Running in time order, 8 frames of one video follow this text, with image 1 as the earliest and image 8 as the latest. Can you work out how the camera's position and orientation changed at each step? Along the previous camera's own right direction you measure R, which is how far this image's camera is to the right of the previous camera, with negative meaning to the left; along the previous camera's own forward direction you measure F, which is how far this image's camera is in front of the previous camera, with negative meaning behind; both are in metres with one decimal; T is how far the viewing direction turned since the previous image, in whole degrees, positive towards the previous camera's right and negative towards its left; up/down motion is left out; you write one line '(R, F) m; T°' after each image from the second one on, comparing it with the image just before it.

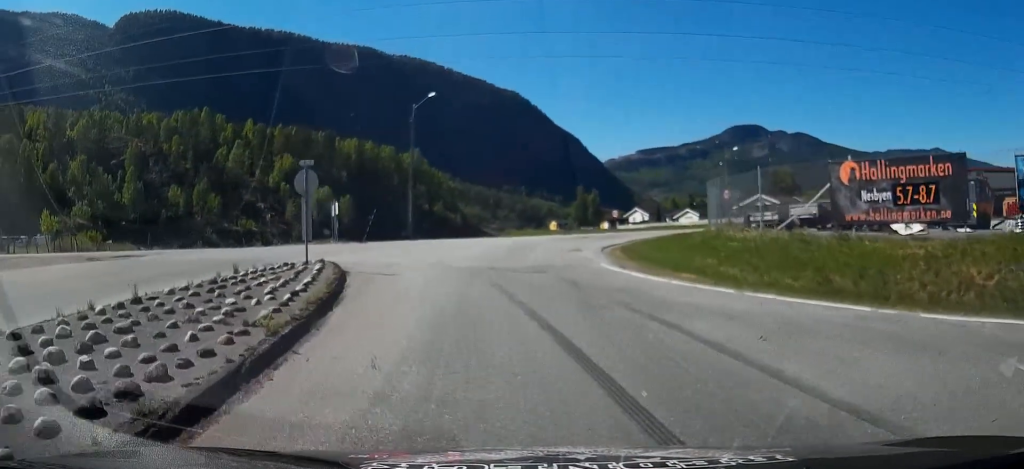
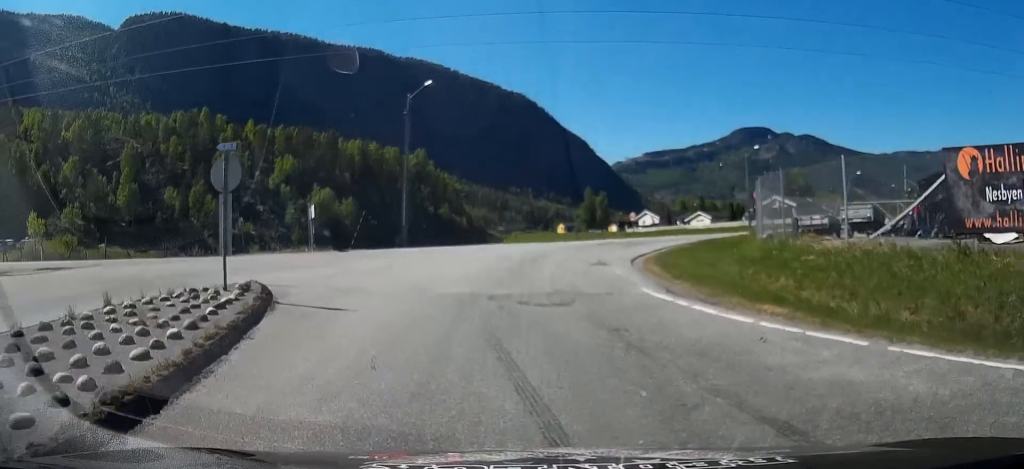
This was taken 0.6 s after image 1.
(-0.2, +4.0) m; -5°
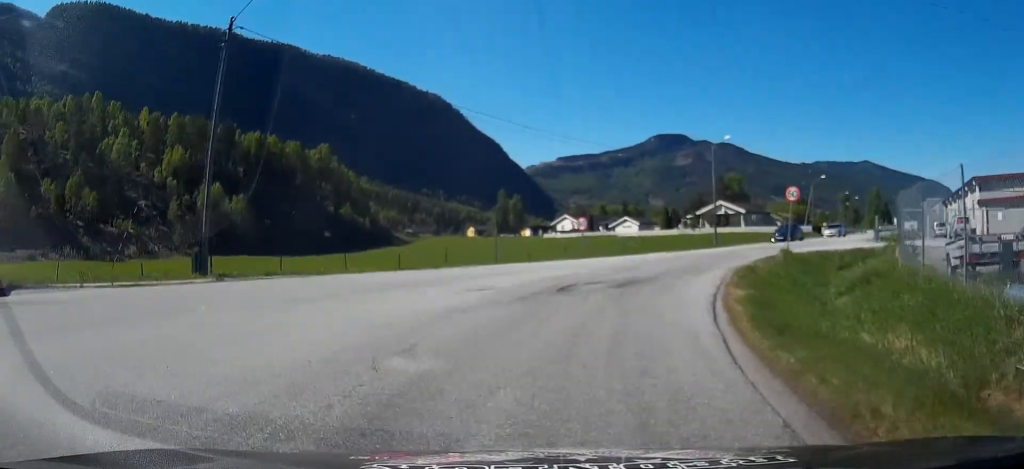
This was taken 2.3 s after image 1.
(0.0, +14.0) m; +8°
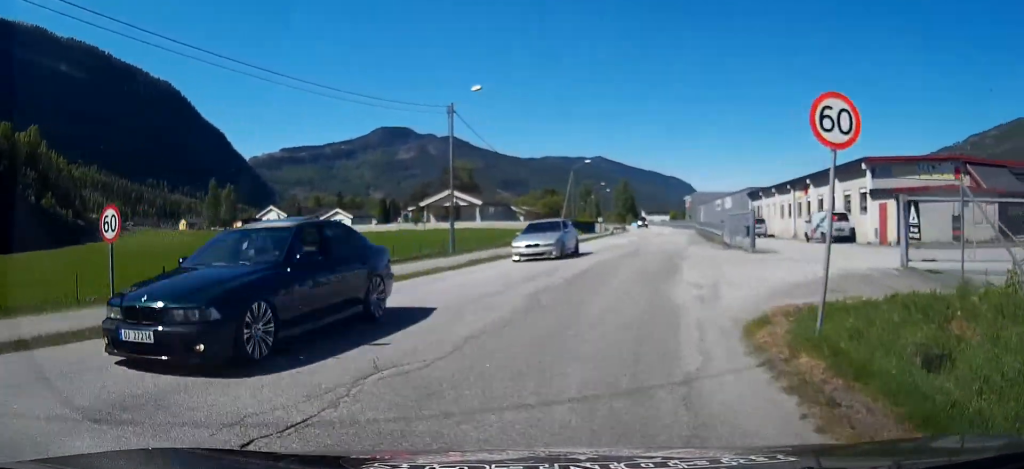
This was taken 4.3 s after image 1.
(+2.8, +17.3) m; +22°
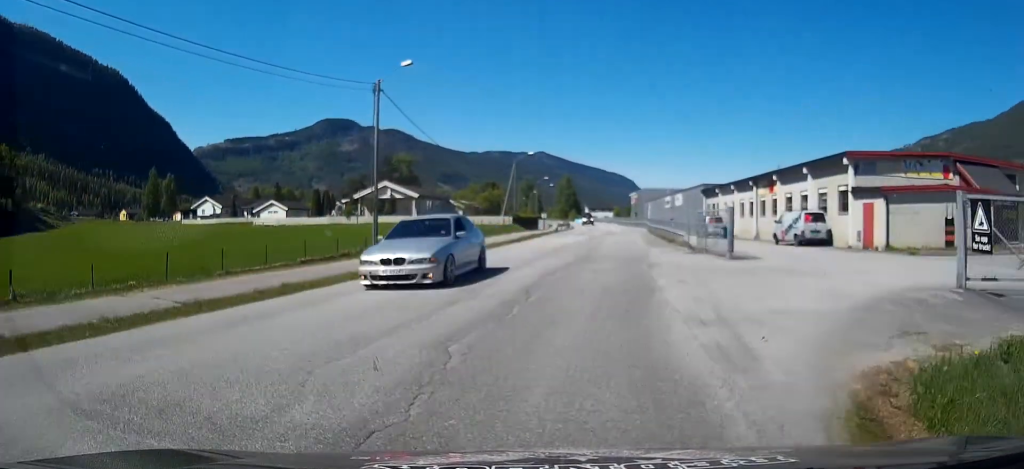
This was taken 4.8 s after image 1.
(+0.4, +4.0) m; +6°
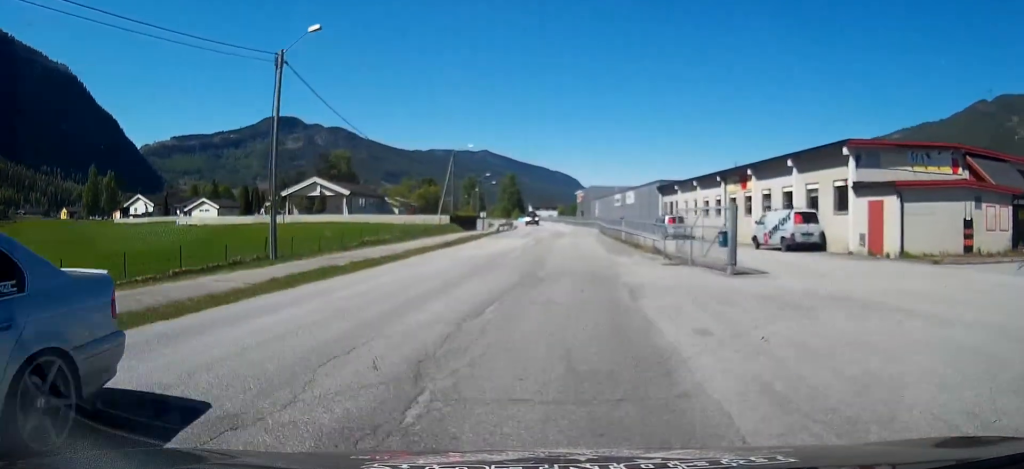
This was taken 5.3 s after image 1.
(+0.6, +5.4) m; +8°
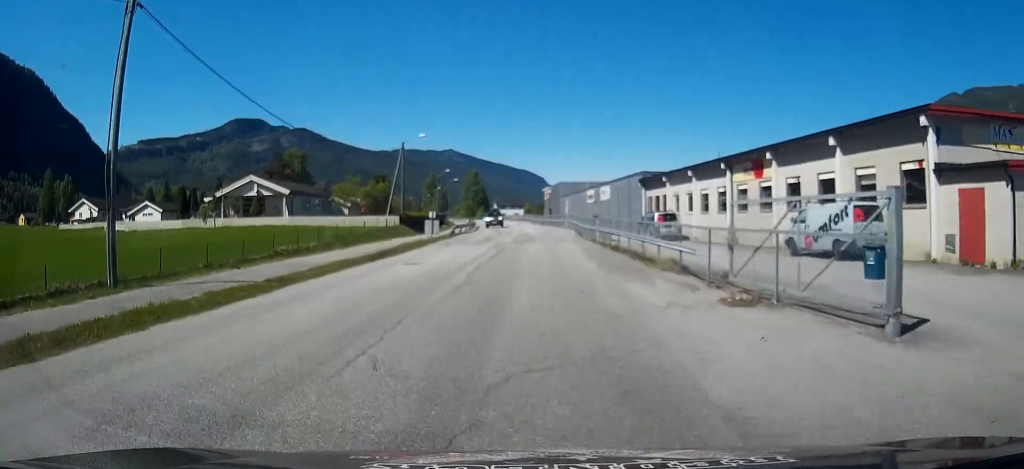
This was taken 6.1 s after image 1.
(+0.6, +8.3) m; +5°
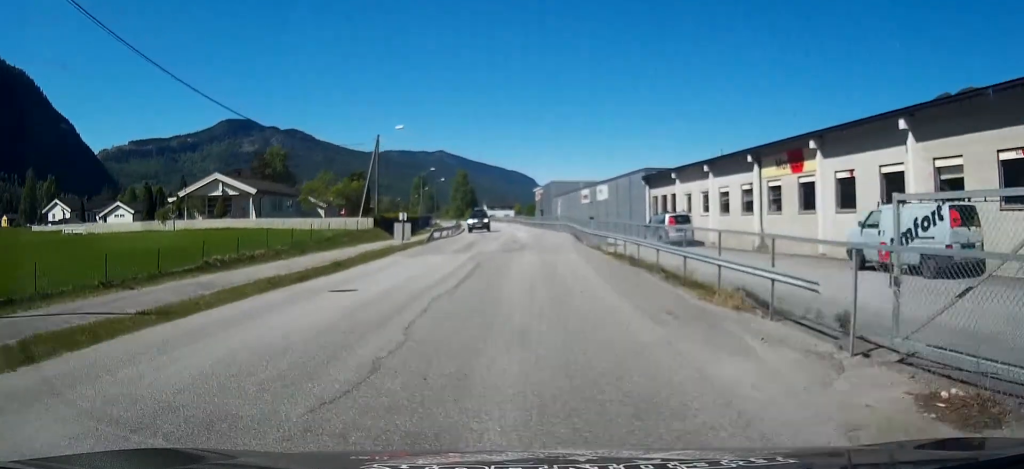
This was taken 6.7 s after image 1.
(+0.1, +5.8) m; +2°
